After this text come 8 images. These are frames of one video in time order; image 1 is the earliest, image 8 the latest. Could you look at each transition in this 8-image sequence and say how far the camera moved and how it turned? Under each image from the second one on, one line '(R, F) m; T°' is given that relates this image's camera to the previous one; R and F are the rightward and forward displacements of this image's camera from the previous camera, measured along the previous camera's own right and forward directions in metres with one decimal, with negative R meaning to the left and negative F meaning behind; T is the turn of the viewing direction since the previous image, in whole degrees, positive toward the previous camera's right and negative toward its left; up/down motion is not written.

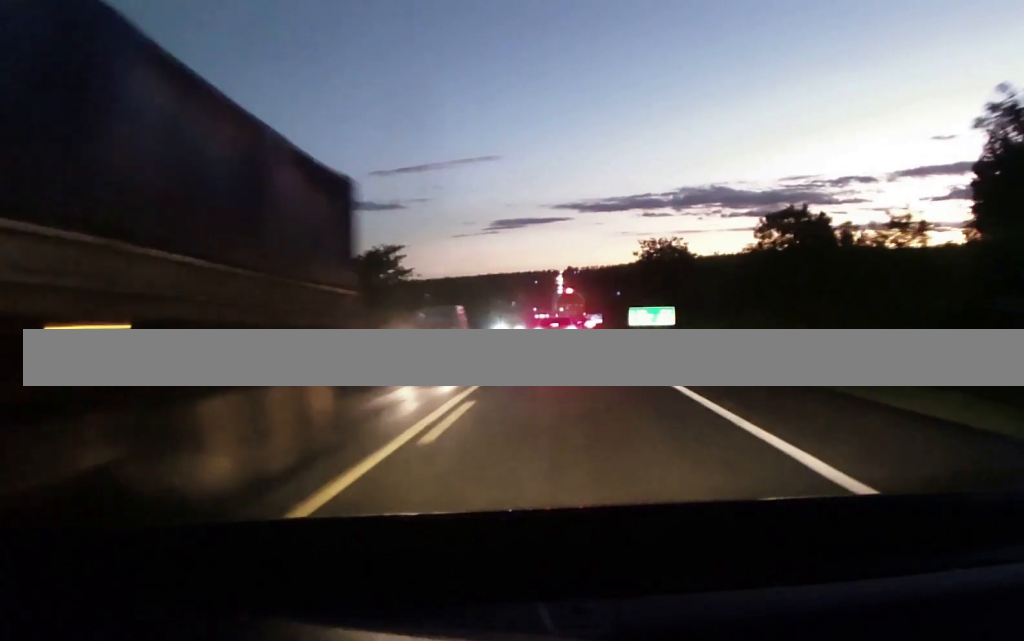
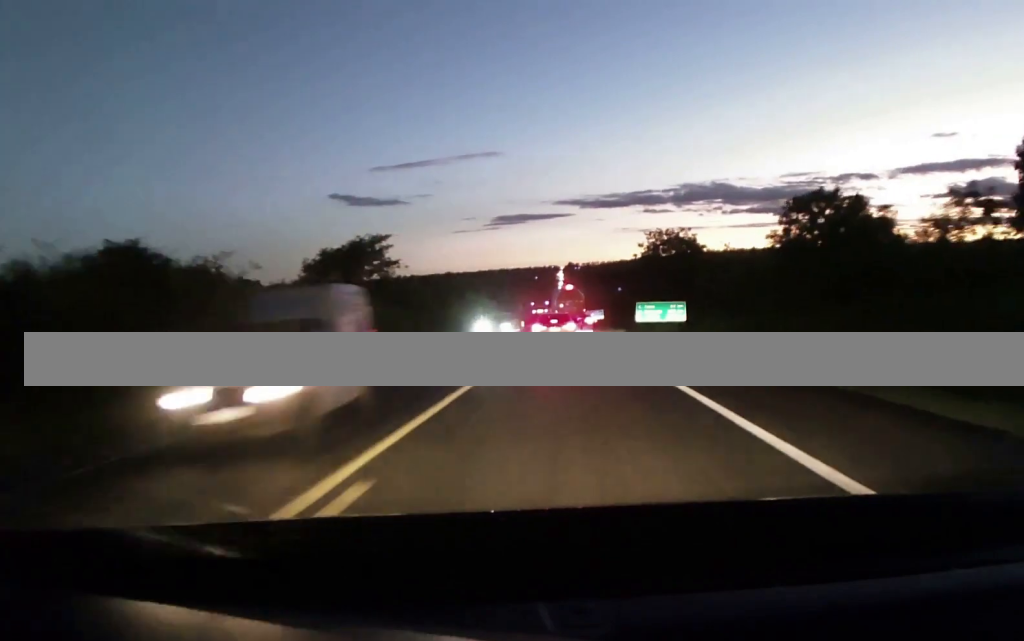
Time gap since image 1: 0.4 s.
(-0.1, +6.6) m; 0°
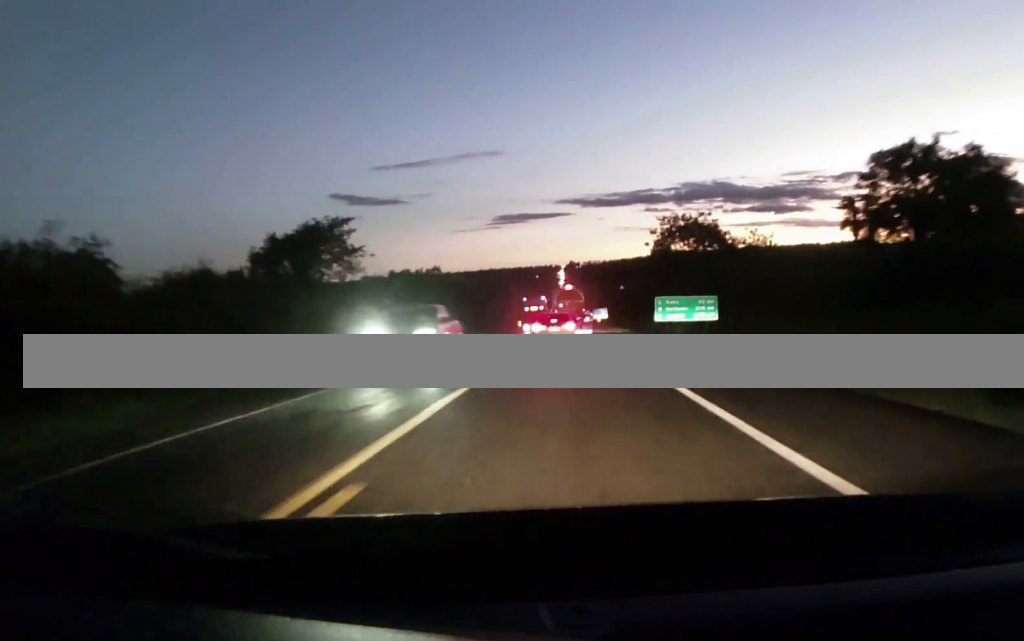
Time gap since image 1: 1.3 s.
(+0.2, +13.7) m; +2°
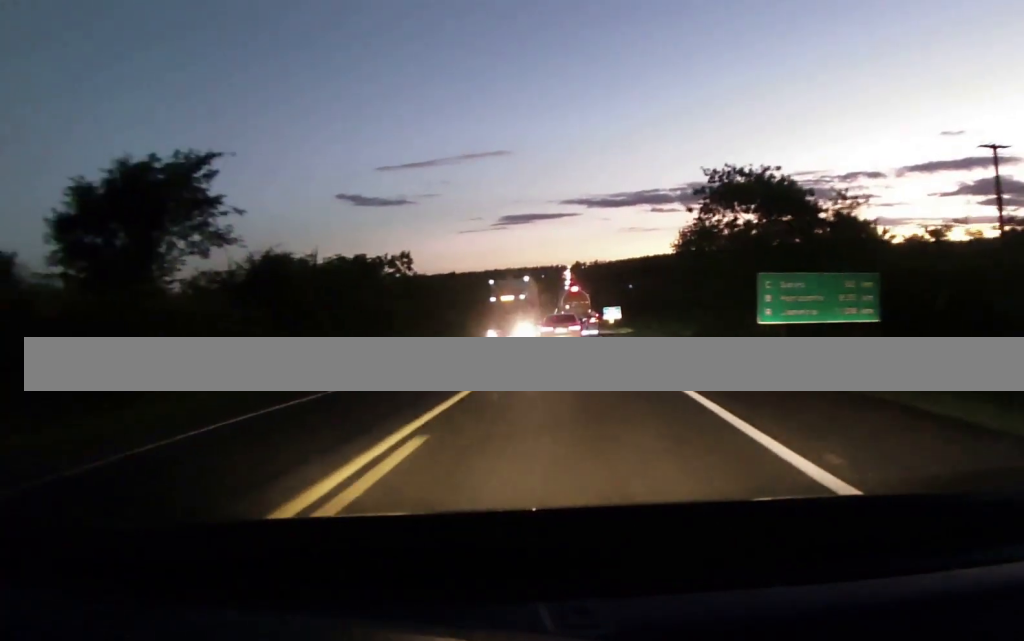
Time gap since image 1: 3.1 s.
(0.0, +26.8) m; -1°
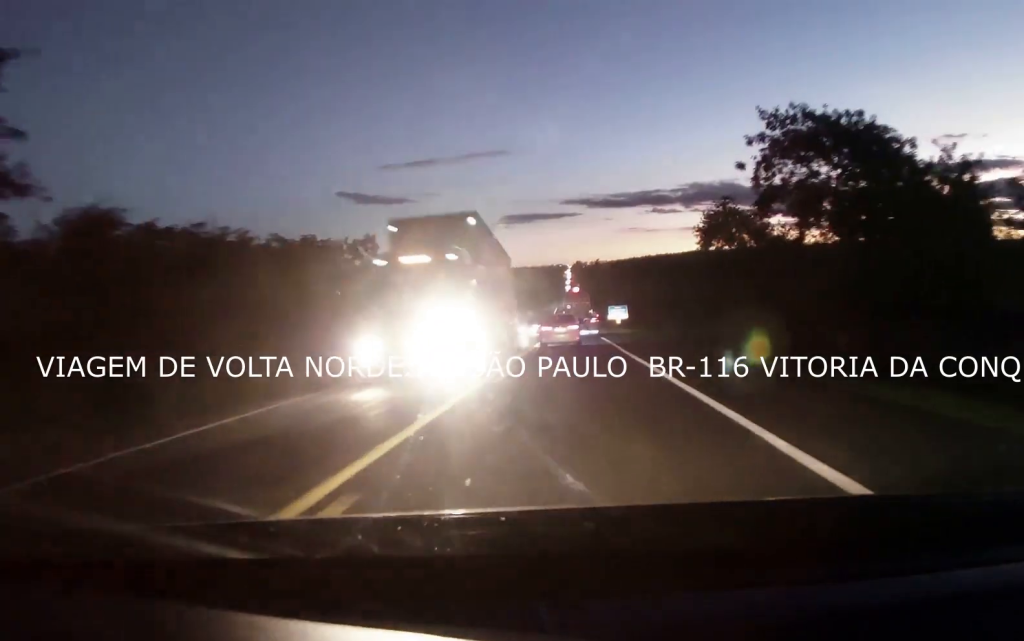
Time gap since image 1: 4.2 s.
(-0.1, +17.0) m; -1°
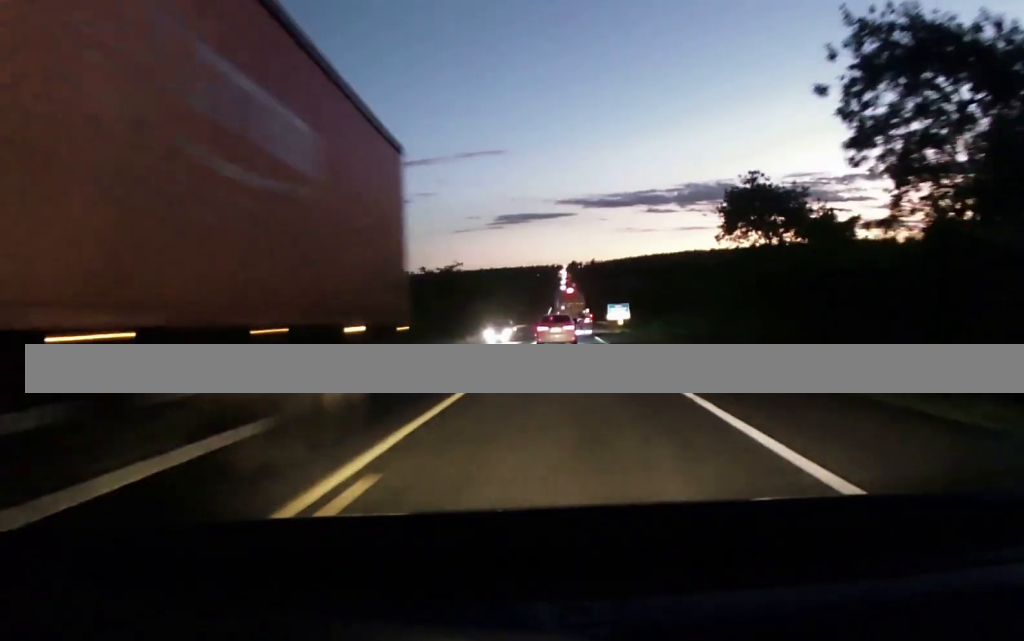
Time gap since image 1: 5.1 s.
(-0.2, +14.1) m; 0°
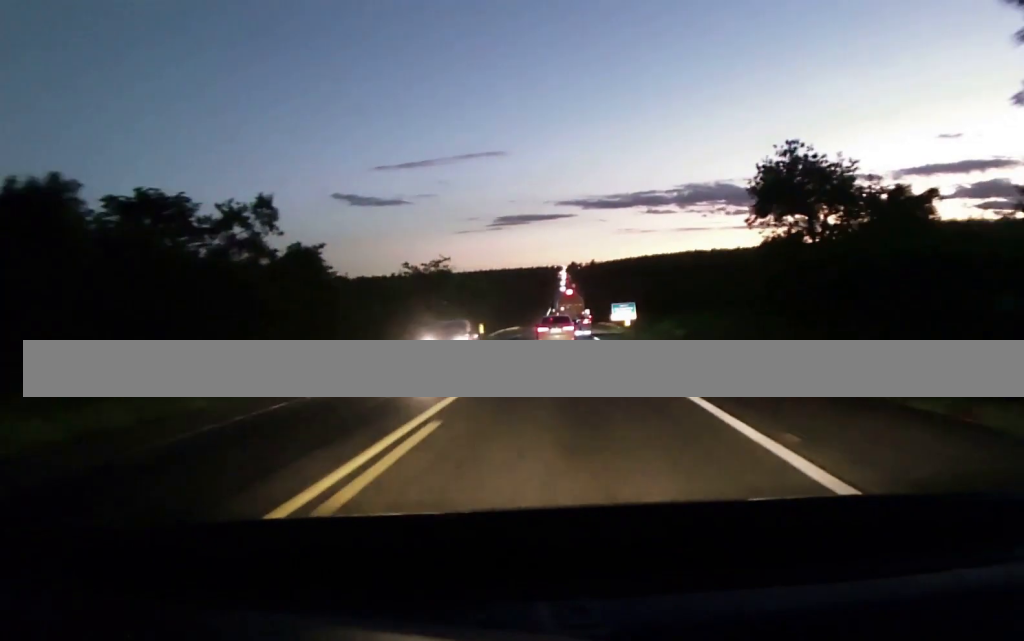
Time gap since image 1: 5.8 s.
(+0.1, +11.6) m; 0°
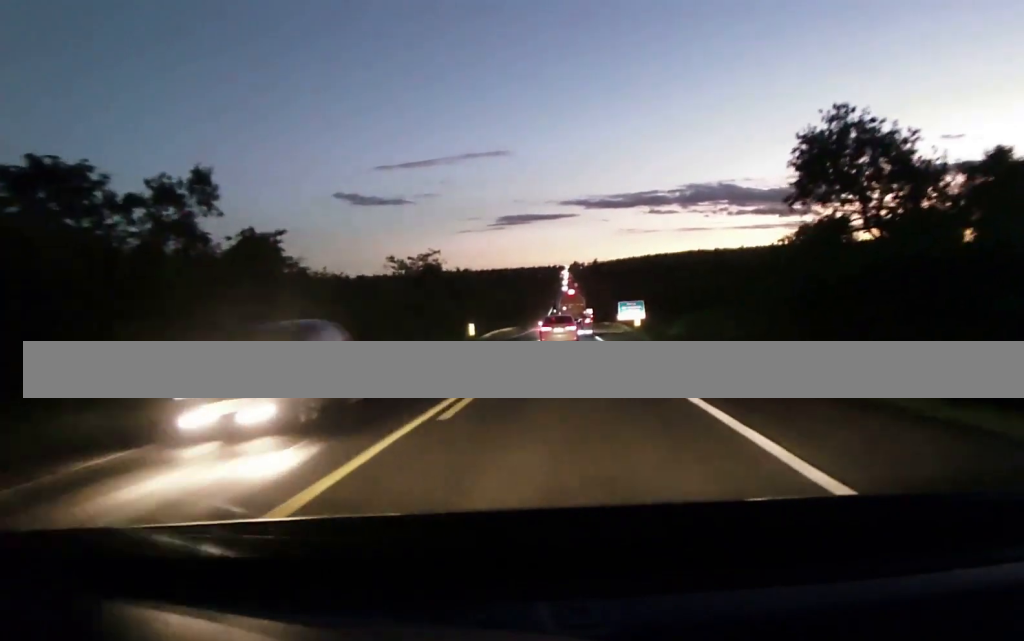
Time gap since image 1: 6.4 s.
(+0.2, +9.5) m; 0°
